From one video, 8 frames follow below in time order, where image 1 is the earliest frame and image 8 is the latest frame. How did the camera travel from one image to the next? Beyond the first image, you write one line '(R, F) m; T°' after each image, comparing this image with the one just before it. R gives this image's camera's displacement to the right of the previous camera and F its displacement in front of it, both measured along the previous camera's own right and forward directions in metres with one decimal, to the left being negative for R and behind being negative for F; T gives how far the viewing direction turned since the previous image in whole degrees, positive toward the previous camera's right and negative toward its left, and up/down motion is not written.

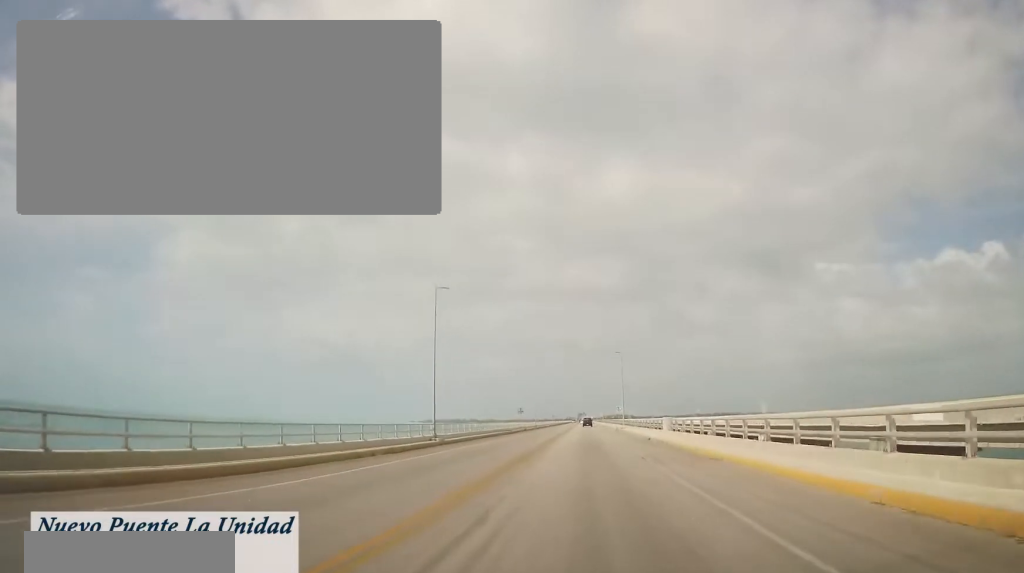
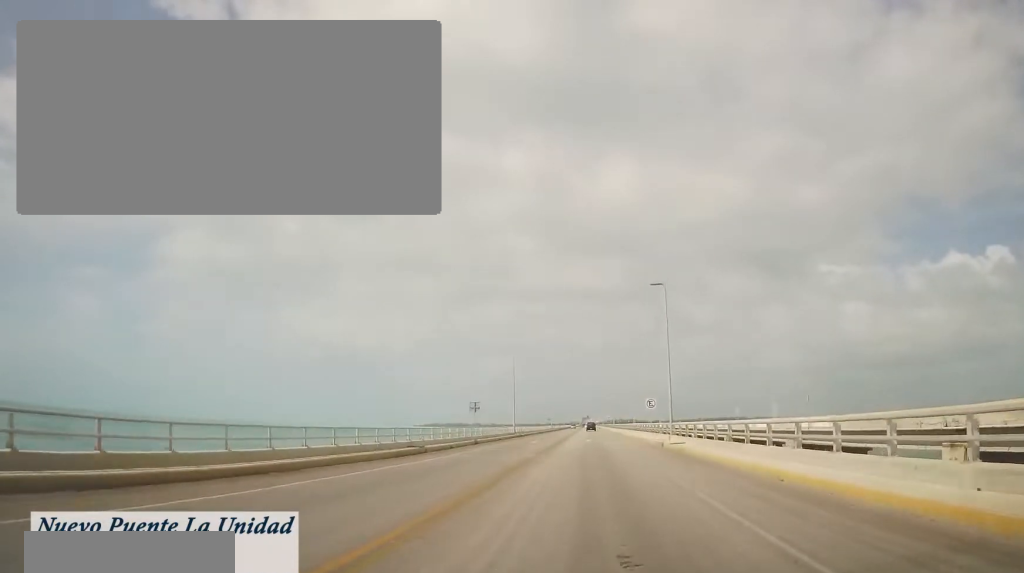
(+0.7, +40.7) m; 0°
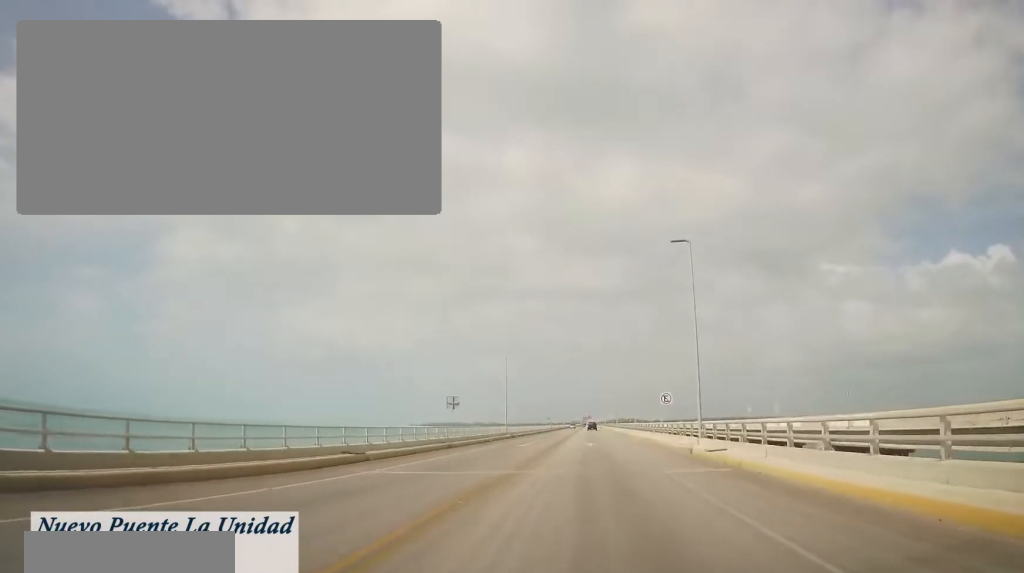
(0.0, +9.1) m; 0°
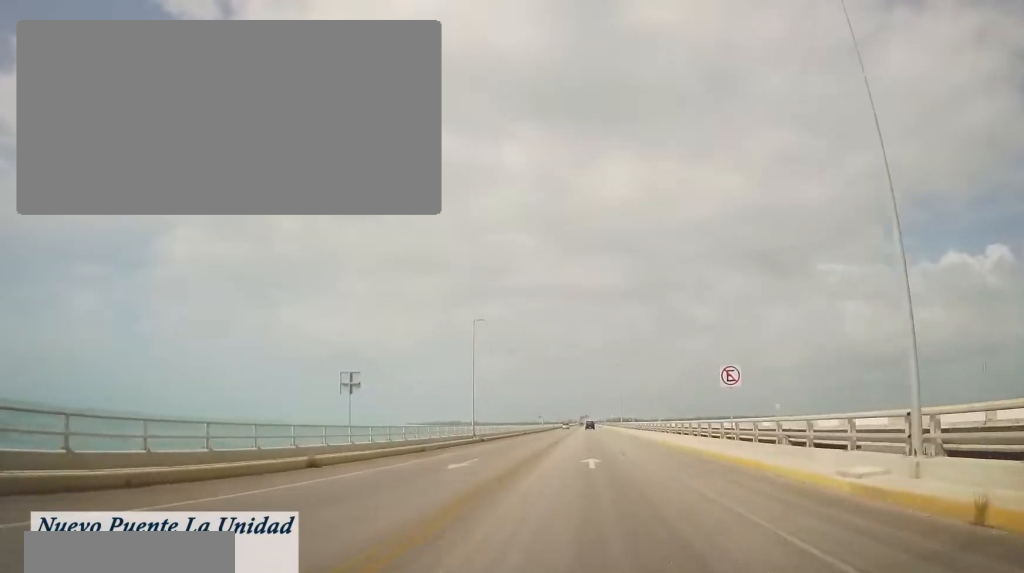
(-0.1, +19.3) m; 0°
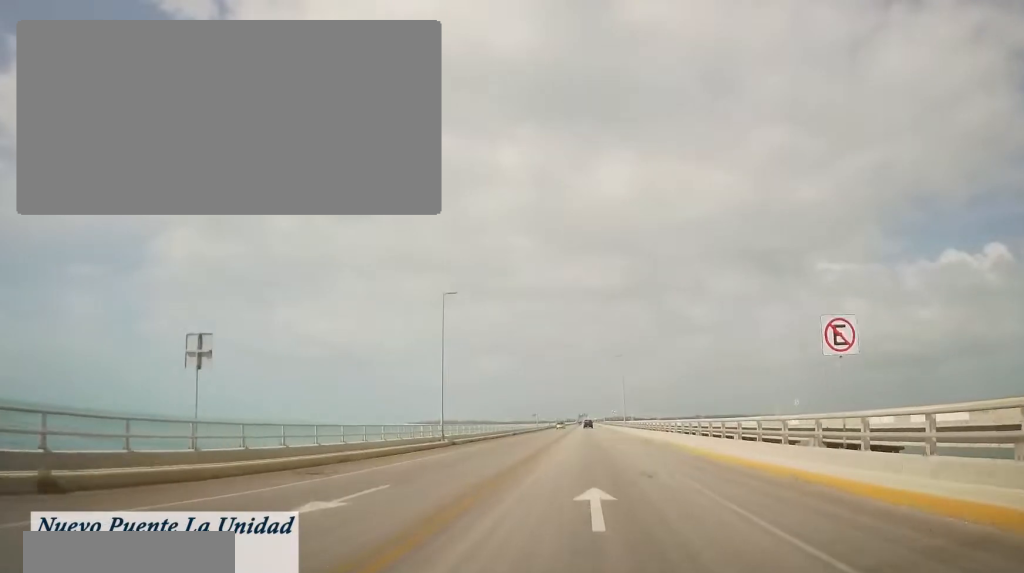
(-0.1, +10.5) m; 0°
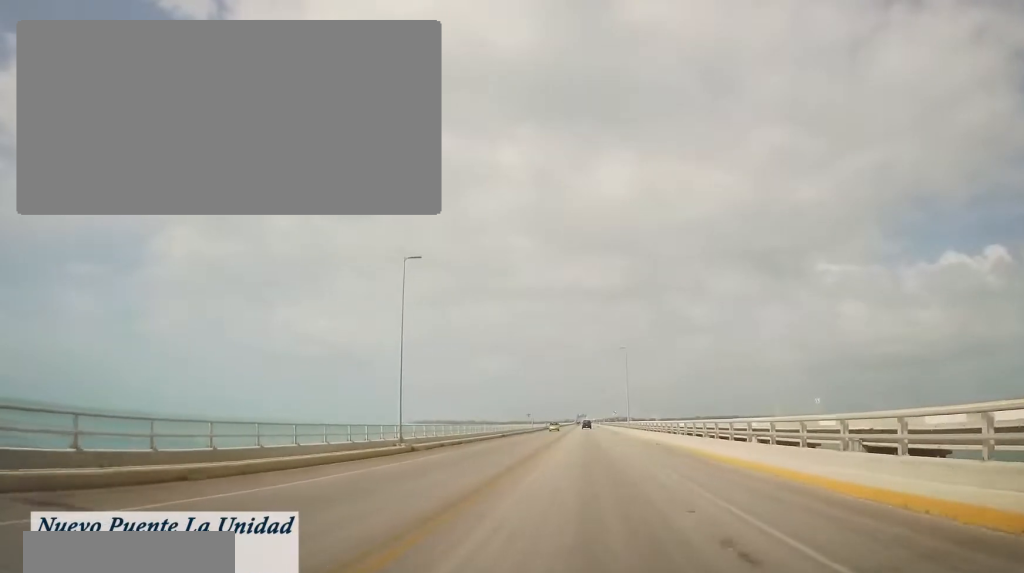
(+0.1, +8.9) m; 0°
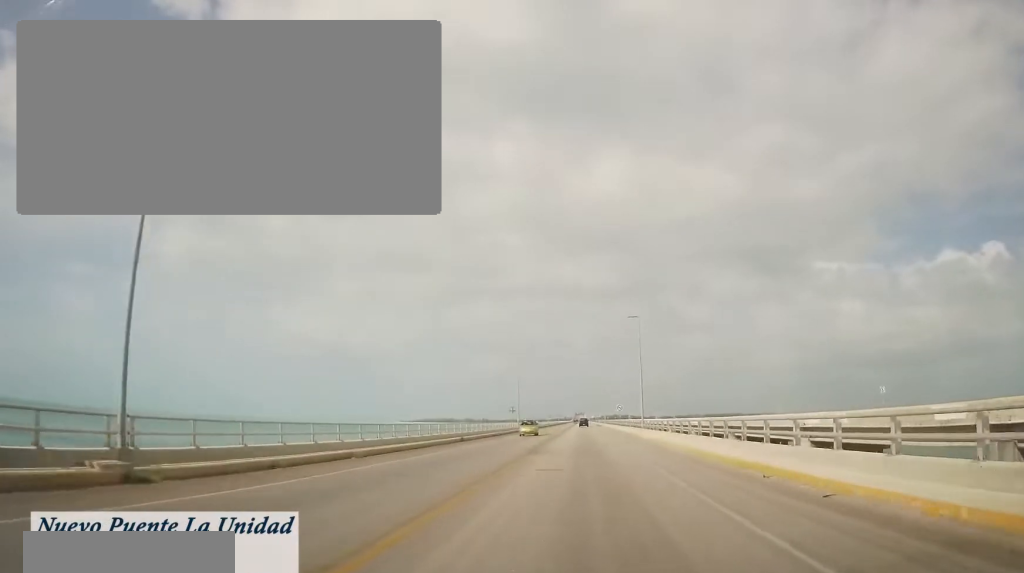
(-0.2, +19.8) m; 0°
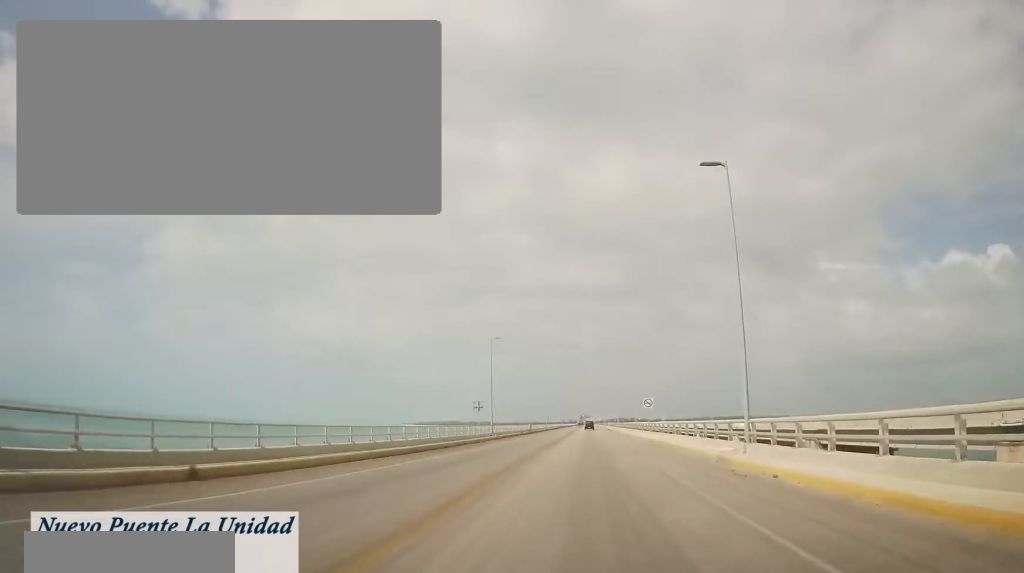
(+0.6, +31.1) m; +1°
